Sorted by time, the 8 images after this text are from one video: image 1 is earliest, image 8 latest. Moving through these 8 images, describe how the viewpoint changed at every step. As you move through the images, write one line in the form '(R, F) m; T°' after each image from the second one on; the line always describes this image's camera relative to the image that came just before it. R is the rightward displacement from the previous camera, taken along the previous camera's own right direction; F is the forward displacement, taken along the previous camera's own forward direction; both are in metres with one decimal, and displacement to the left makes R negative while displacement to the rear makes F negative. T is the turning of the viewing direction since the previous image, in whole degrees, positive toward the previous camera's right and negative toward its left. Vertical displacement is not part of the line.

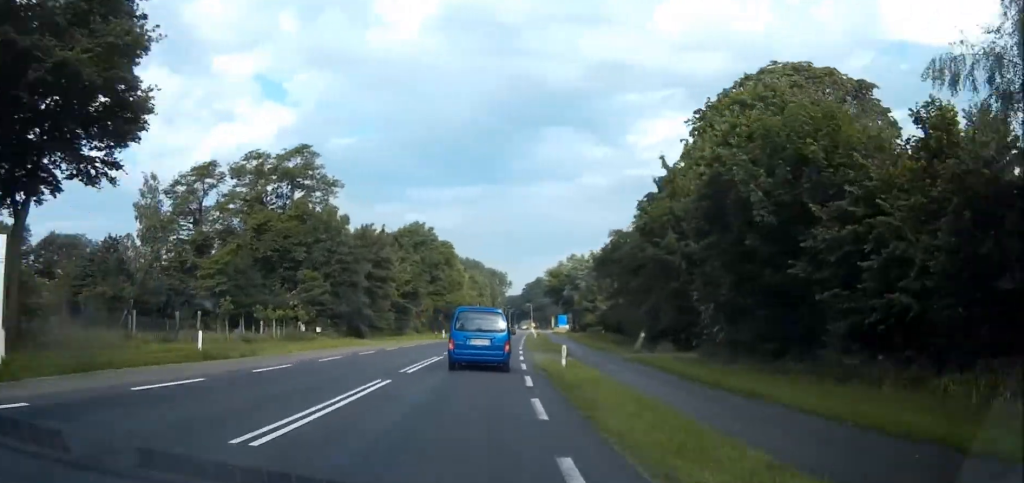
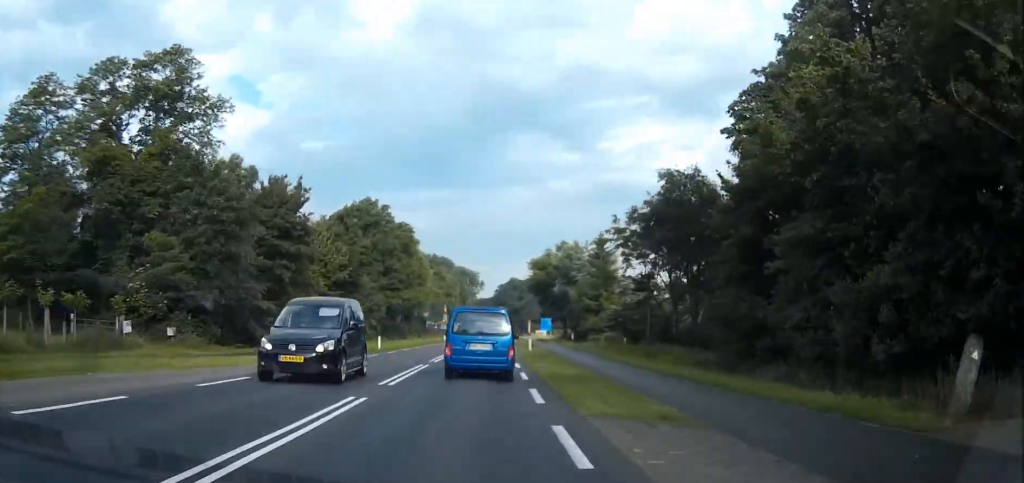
(+0.8, +26.6) m; +1°
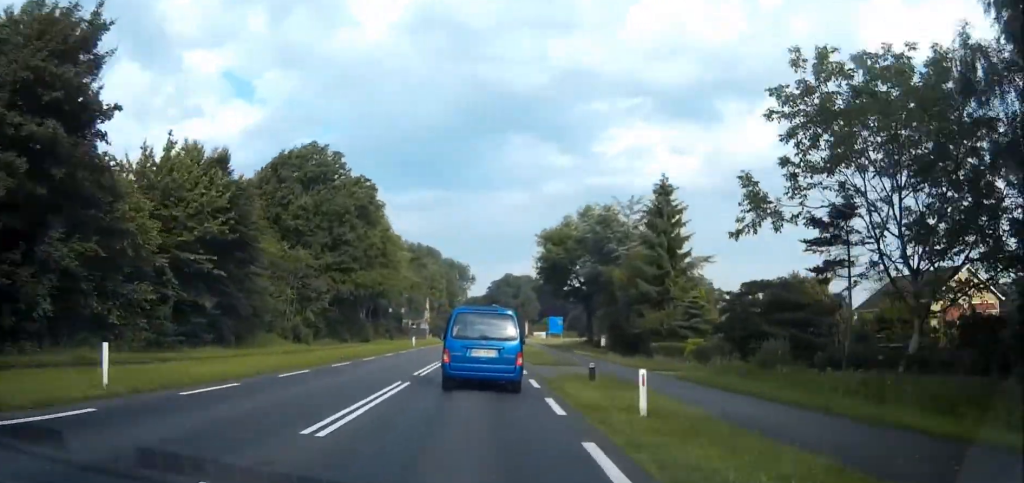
(+0.4, +30.3) m; +1°
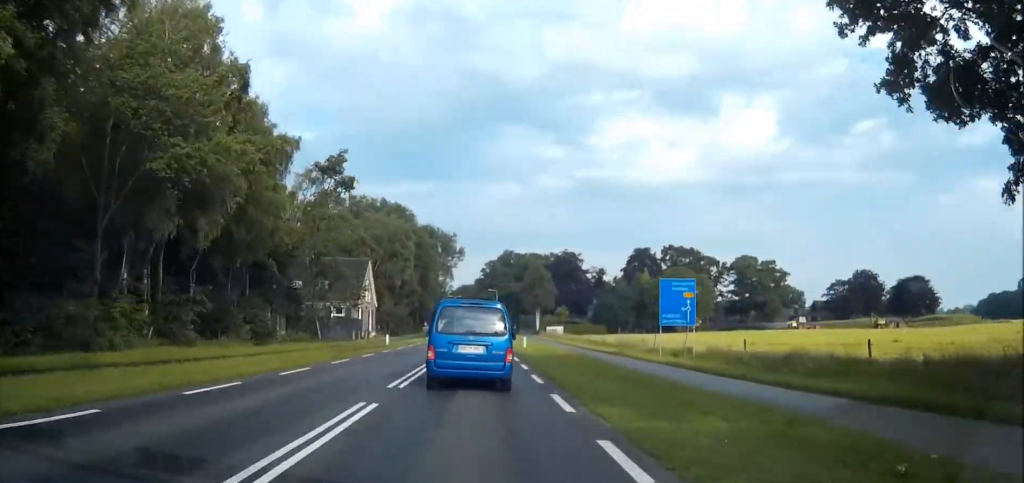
(+0.4, +65.5) m; 0°
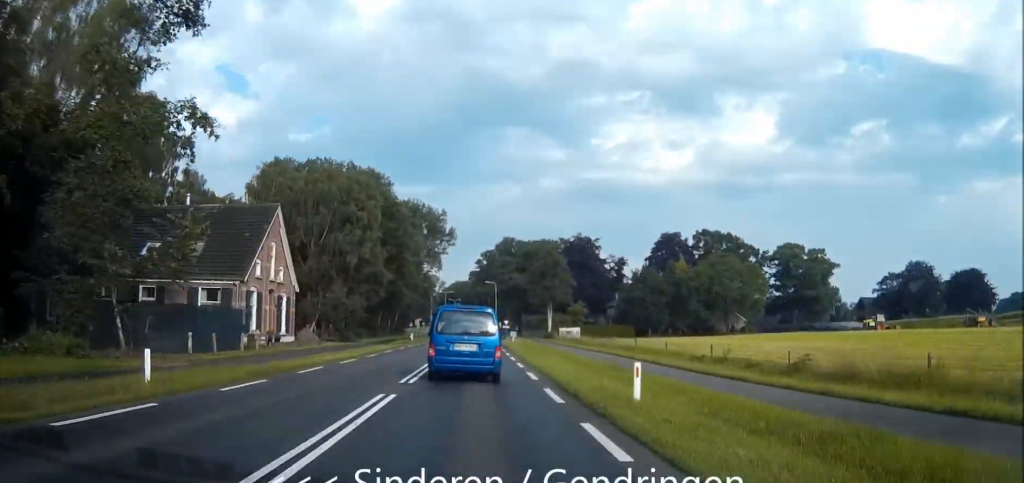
(-0.2, +35.2) m; 0°
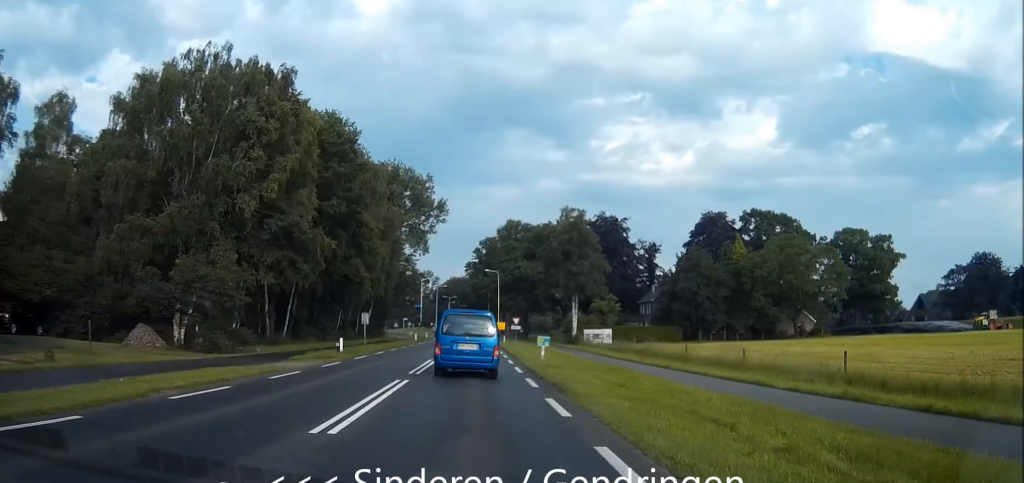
(0.0, +32.2) m; 0°
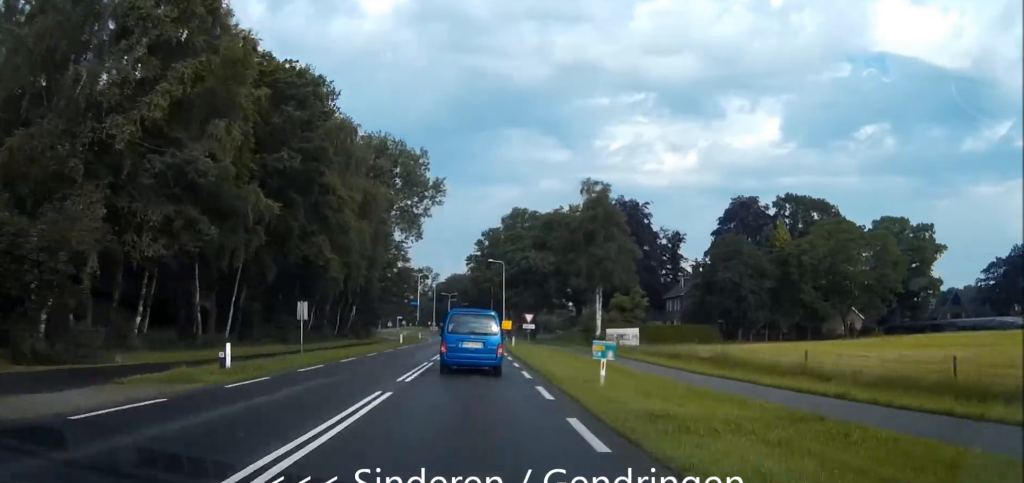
(0.0, +14.2) m; 0°
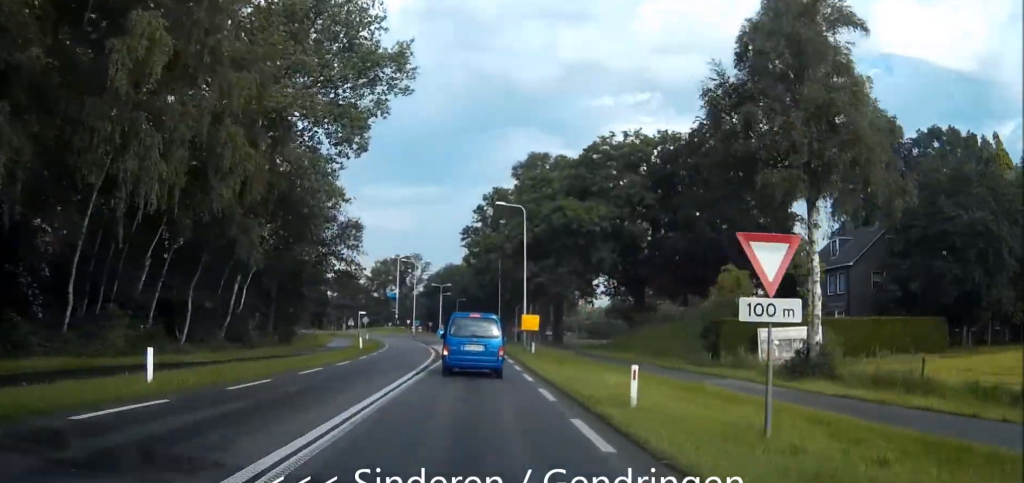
(+0.1, +41.8) m; 0°
